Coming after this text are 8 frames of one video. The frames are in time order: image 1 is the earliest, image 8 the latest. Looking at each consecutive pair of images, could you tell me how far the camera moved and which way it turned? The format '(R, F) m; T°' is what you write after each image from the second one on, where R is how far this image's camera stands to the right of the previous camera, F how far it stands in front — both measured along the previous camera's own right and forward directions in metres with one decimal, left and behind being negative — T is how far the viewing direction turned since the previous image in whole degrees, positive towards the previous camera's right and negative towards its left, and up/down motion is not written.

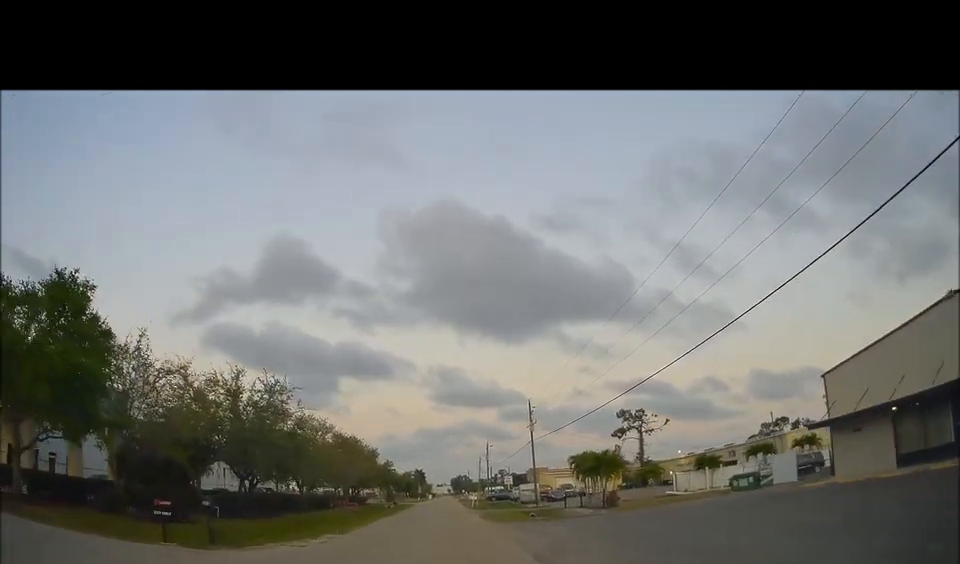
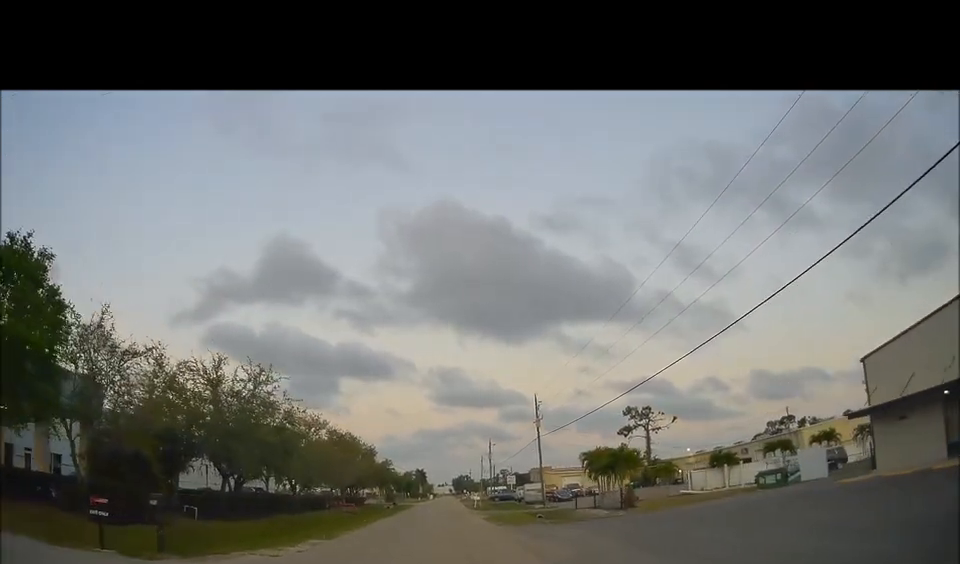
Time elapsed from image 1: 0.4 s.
(+0.1, +3.1) m; -2°
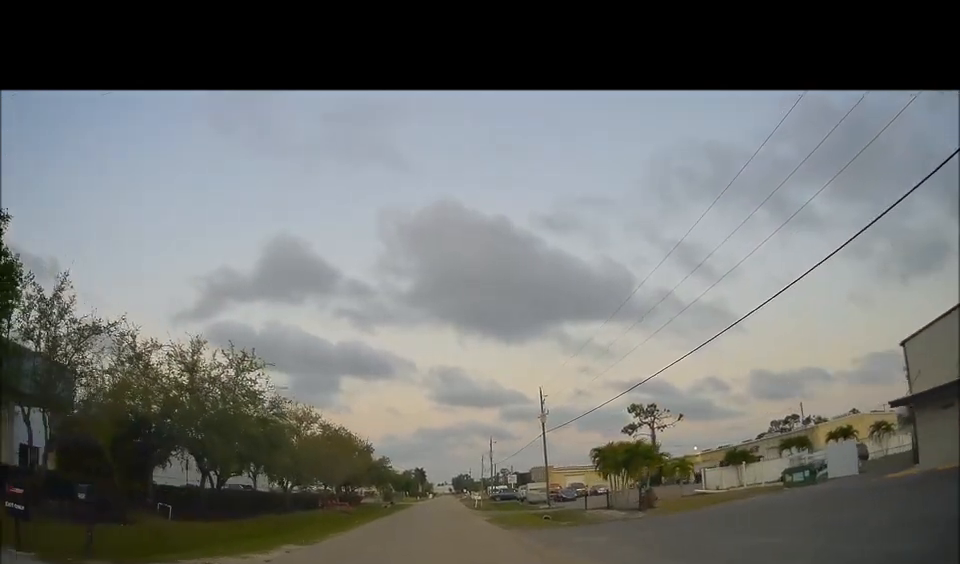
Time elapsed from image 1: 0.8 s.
(-0.2, +2.8) m; 0°
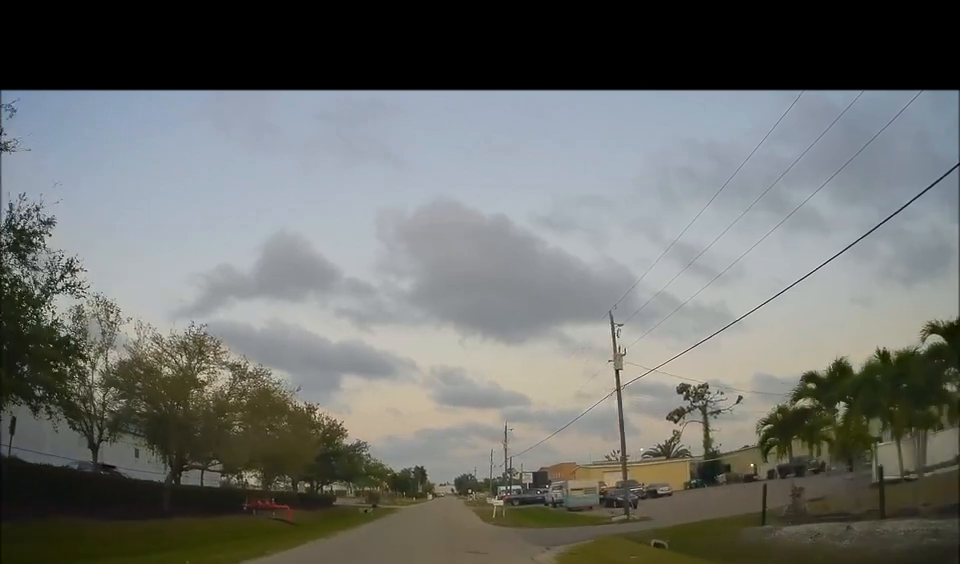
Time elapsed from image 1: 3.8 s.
(+0.5, +20.8) m; 0°
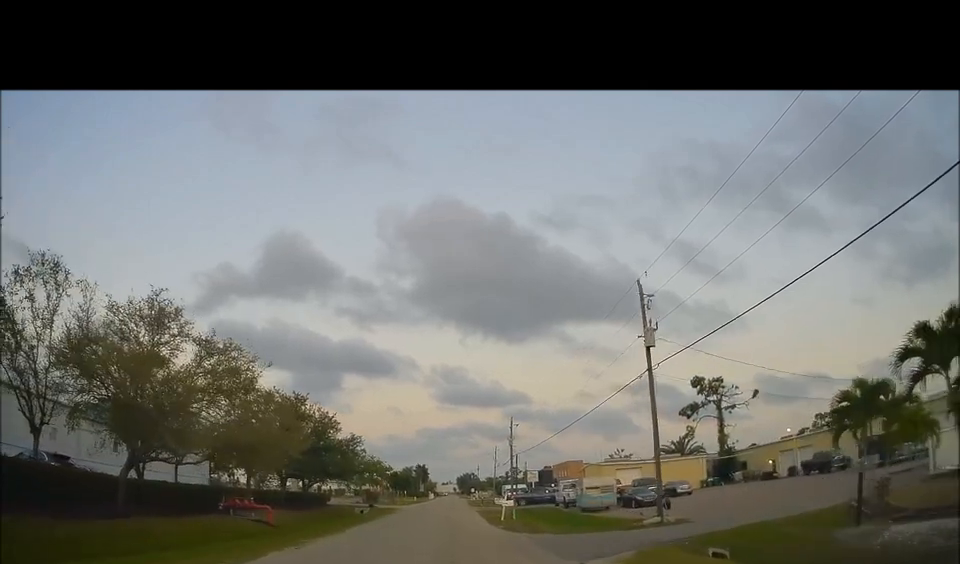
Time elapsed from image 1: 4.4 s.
(-0.3, +4.2) m; 0°
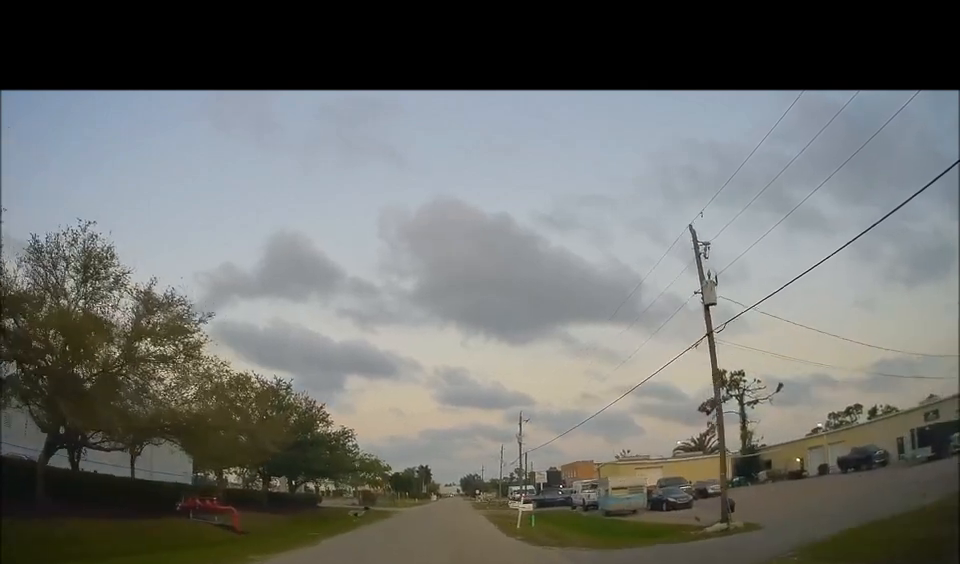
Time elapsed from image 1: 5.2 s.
(+0.3, +5.5) m; +3°
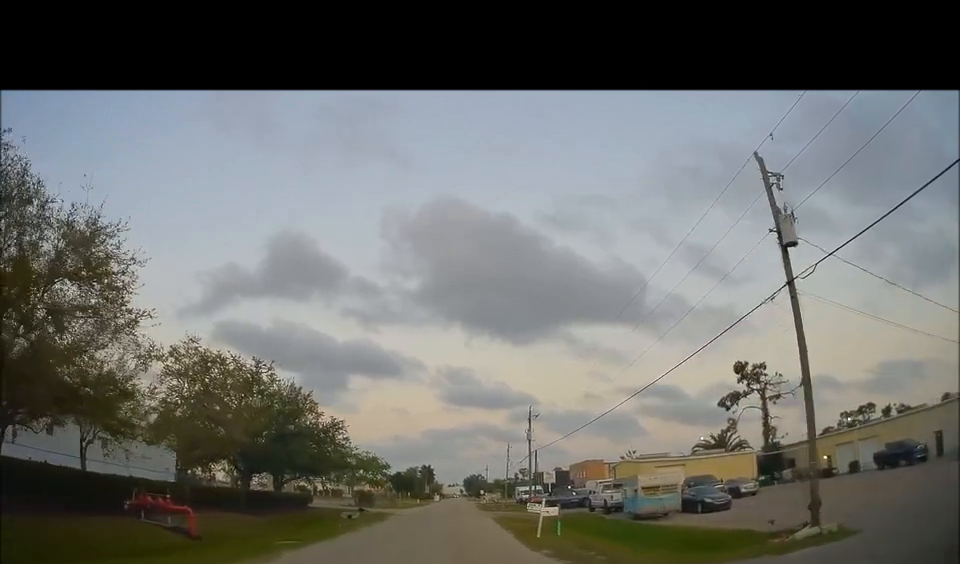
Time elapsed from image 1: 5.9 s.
(+0.1, +4.8) m; +1°
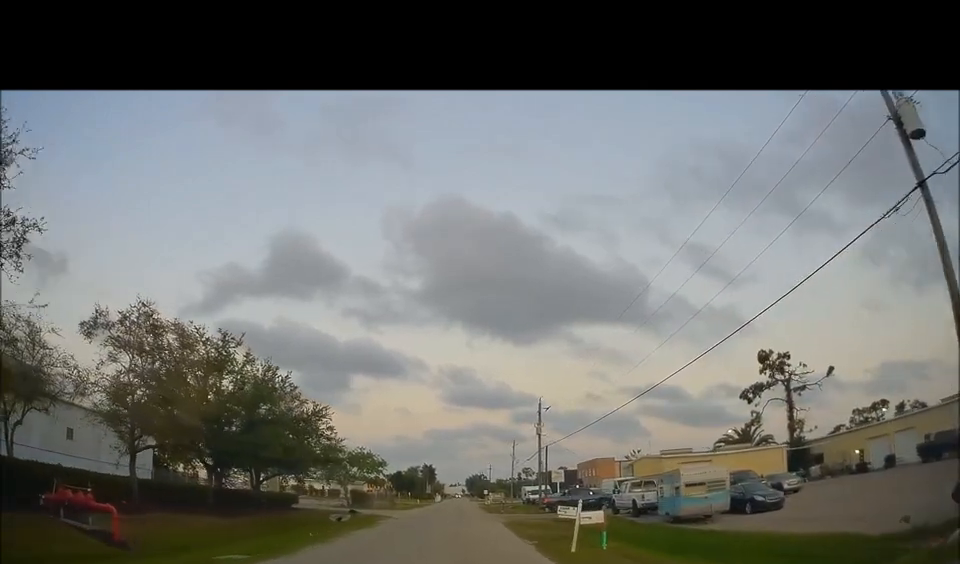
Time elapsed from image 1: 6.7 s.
(0.0, +5.2) m; -1°
